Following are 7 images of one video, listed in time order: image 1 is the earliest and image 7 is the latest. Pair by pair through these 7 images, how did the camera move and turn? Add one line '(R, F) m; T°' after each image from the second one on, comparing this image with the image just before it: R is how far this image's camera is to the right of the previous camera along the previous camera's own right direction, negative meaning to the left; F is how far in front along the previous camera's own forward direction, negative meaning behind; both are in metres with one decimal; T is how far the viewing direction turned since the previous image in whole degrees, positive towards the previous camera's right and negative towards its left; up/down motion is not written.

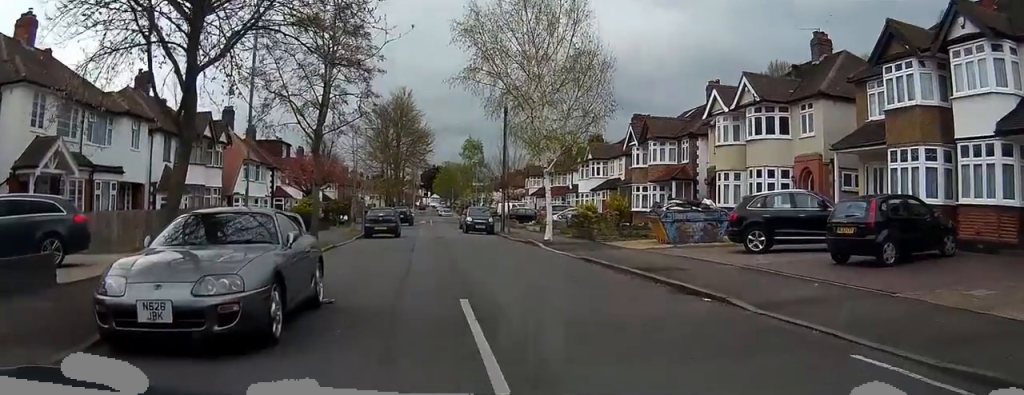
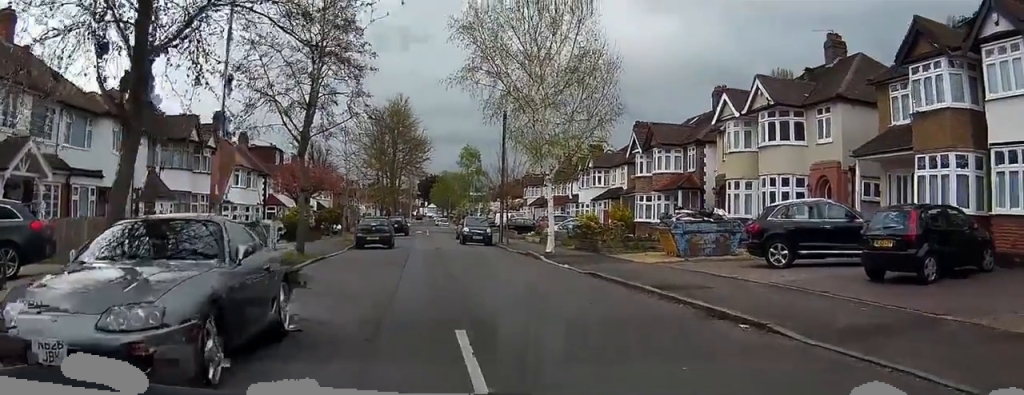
(0.0, +1.7) m; +2°
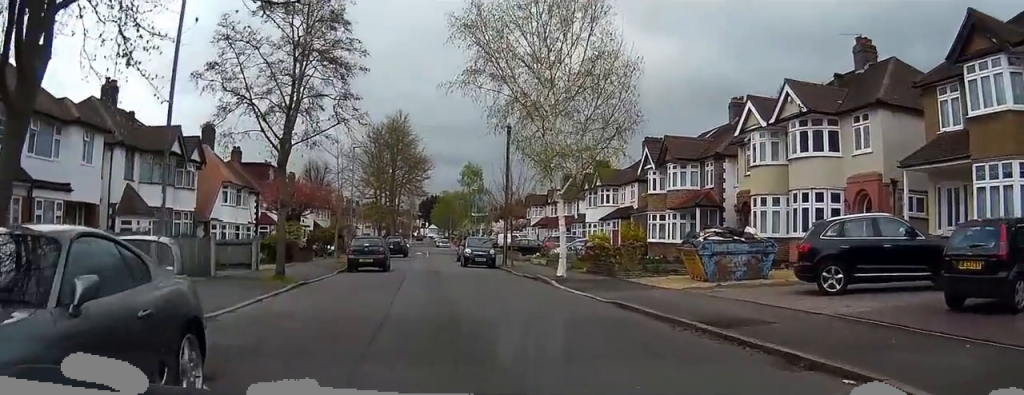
(+0.2, +2.4) m; +1°
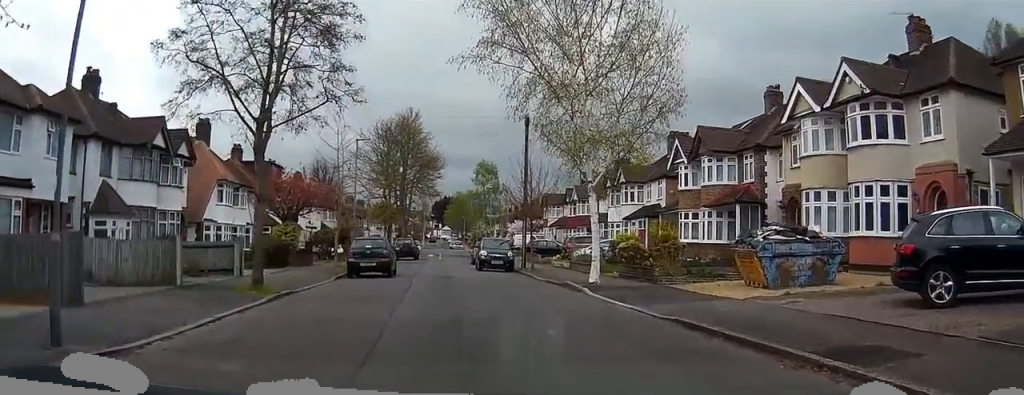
(-0.1, +3.3) m; -4°
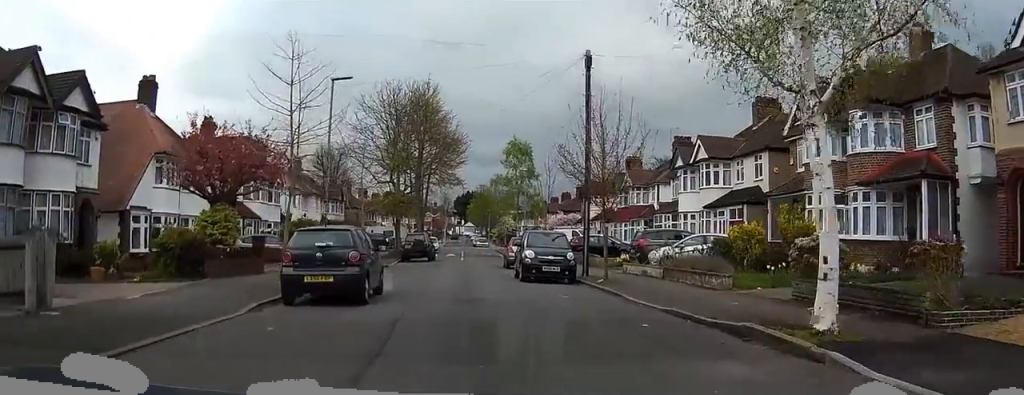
(-0.1, +12.3) m; +7°
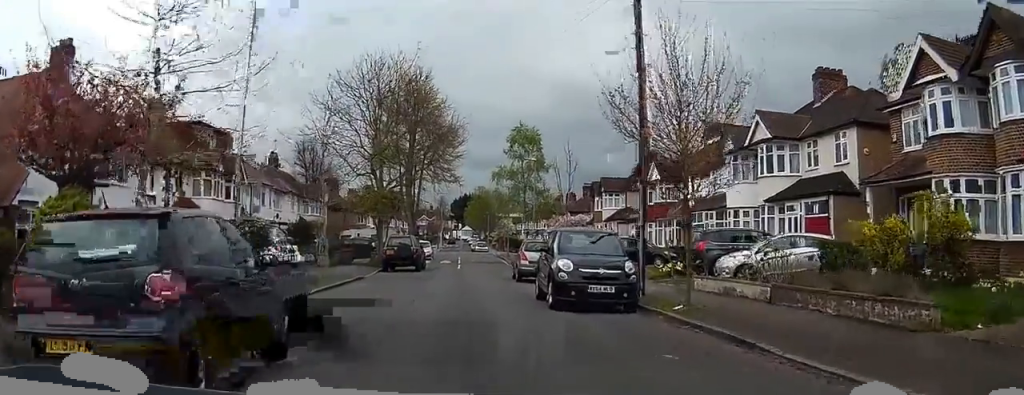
(+0.7, +9.0) m; +5°
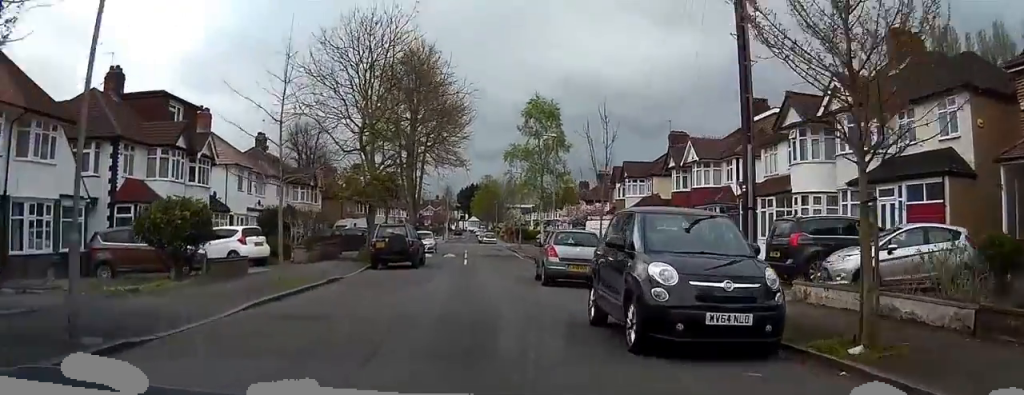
(0.0, +6.5) m; -1°
